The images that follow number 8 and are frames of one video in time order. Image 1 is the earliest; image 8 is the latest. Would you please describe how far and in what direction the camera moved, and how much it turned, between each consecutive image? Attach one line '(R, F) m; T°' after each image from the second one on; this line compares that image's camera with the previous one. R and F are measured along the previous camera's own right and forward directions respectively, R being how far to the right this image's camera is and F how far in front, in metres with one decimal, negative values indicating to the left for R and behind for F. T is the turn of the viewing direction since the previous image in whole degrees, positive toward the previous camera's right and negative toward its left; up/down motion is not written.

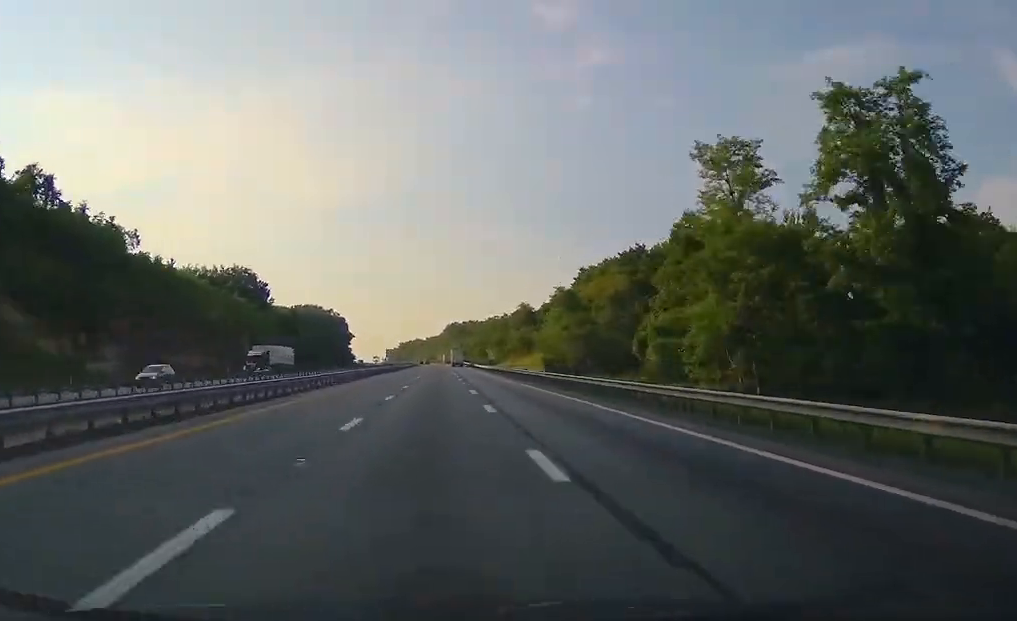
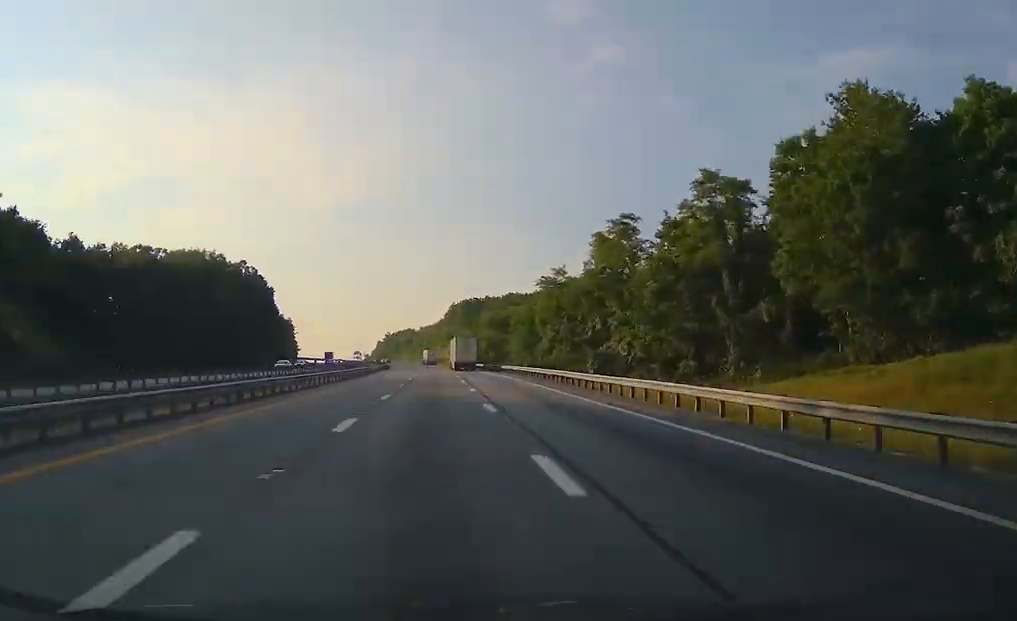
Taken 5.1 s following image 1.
(+0.7, +166.4) m; -1°
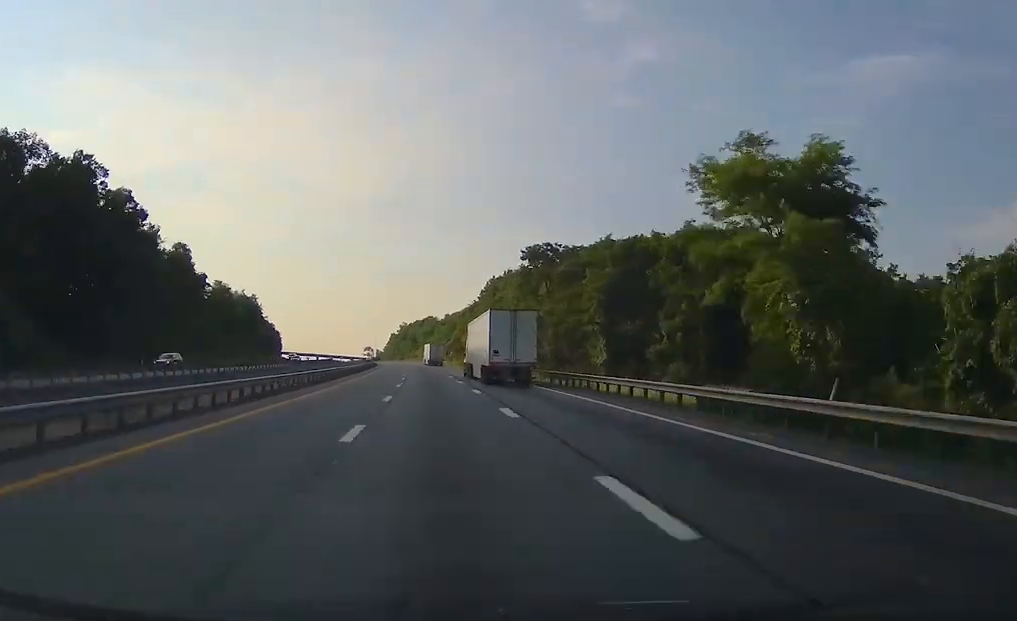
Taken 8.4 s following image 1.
(-1.7, +107.8) m; -3°
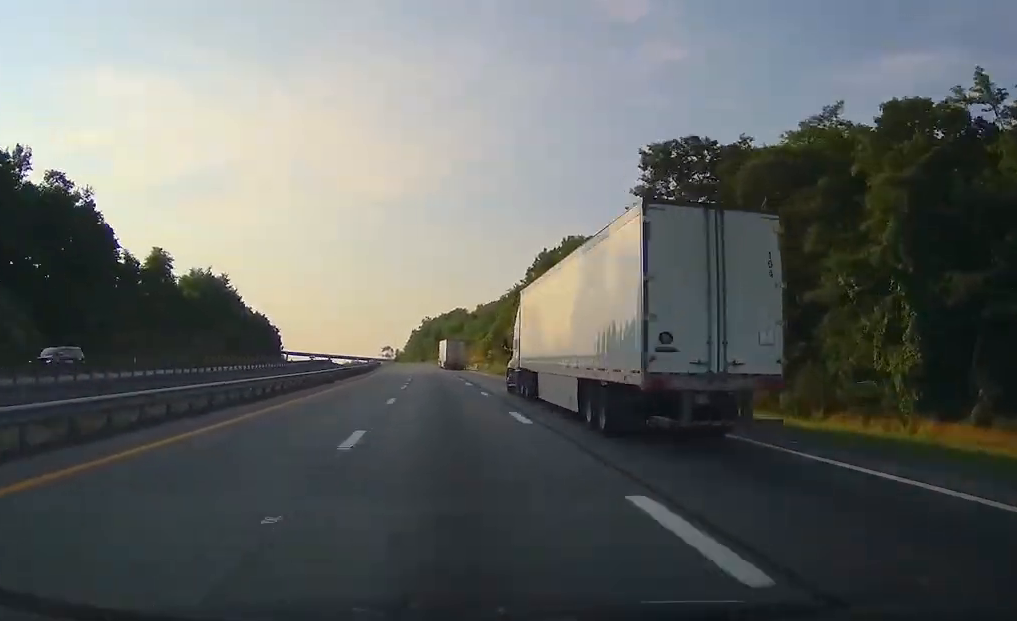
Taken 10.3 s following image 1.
(-0.5, +59.8) m; -2°
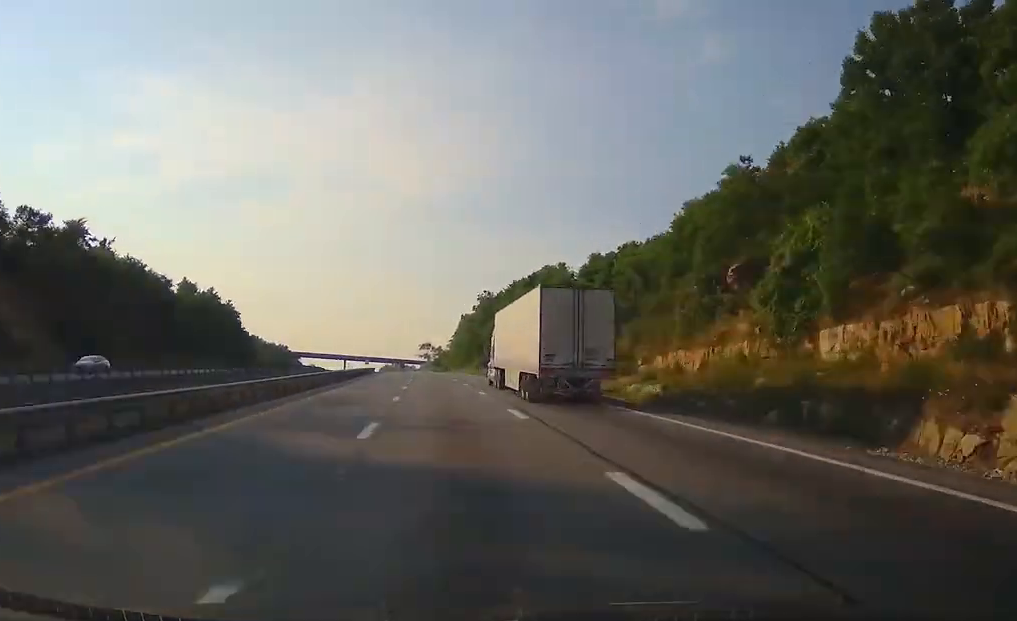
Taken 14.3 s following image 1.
(-4.4, +125.6) m; -4°
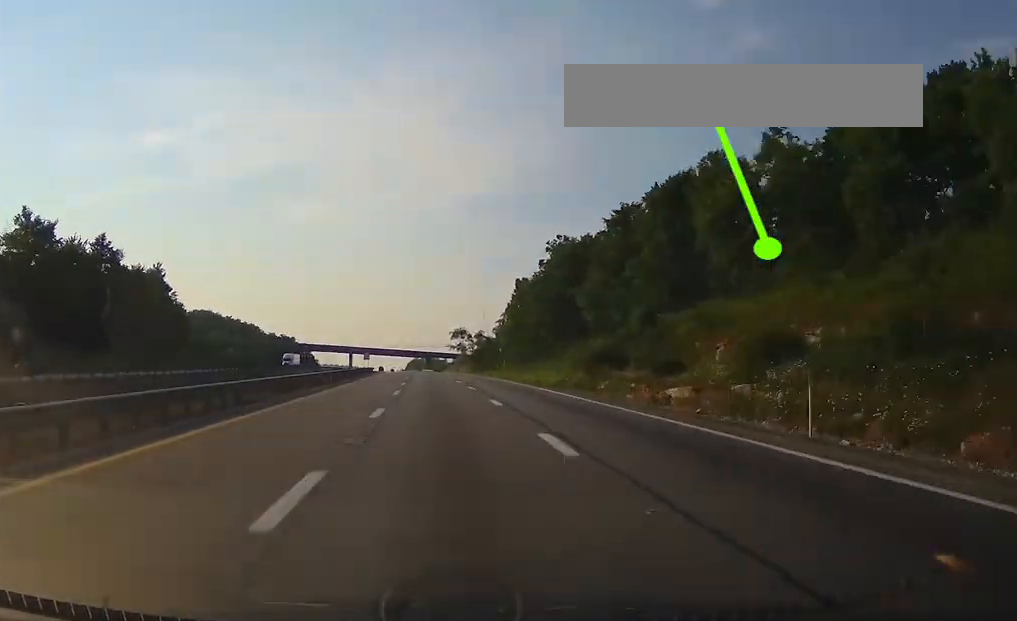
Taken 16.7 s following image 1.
(-2.1, +73.0) m; -2°
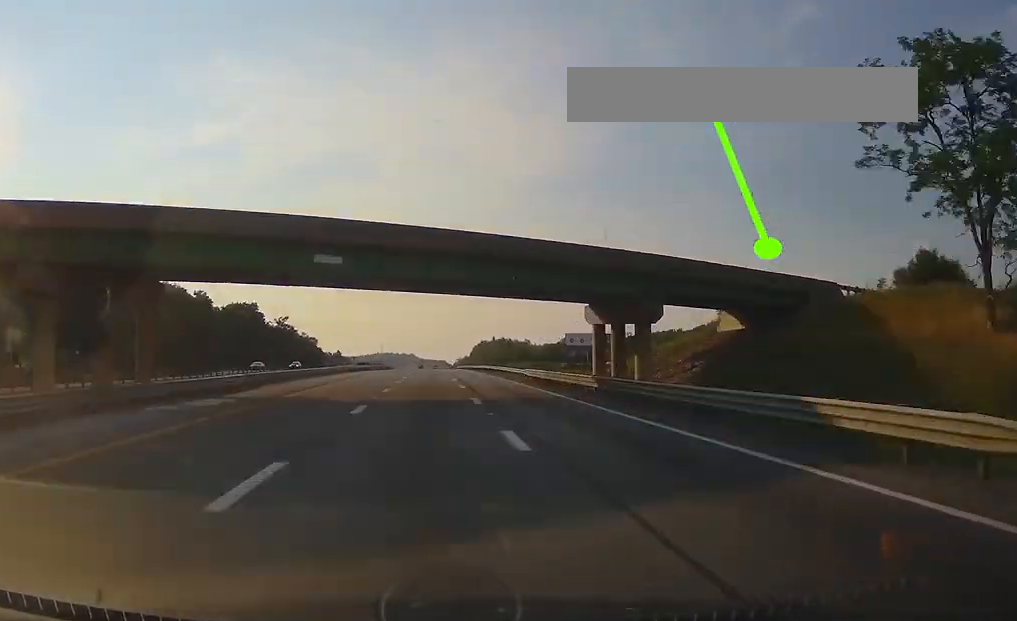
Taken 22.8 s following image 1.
(-6.9, +176.2) m; -4°
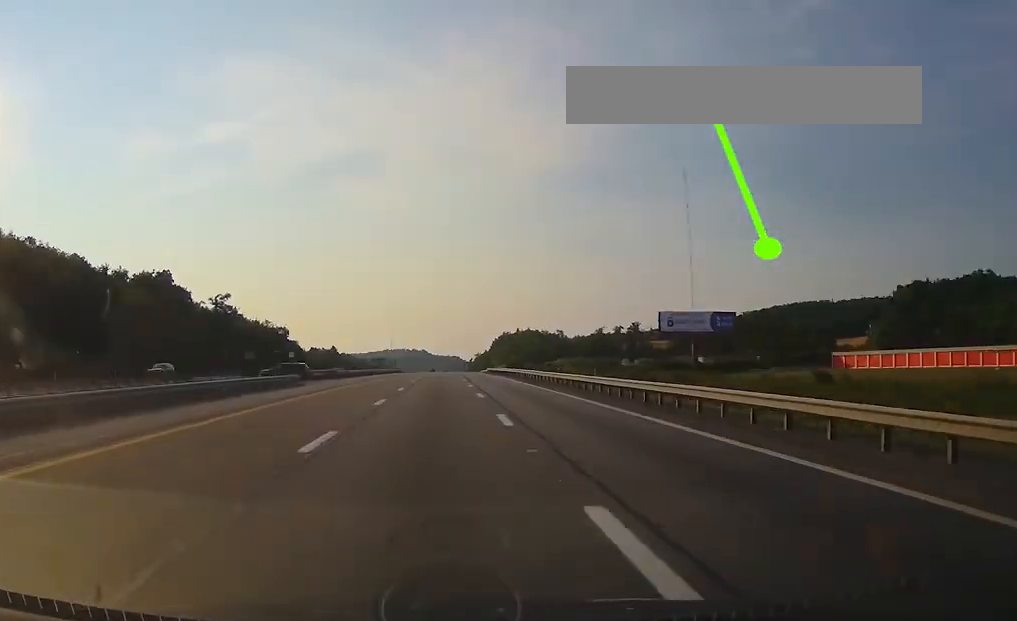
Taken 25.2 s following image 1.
(-0.7, +58.6) m; -1°
